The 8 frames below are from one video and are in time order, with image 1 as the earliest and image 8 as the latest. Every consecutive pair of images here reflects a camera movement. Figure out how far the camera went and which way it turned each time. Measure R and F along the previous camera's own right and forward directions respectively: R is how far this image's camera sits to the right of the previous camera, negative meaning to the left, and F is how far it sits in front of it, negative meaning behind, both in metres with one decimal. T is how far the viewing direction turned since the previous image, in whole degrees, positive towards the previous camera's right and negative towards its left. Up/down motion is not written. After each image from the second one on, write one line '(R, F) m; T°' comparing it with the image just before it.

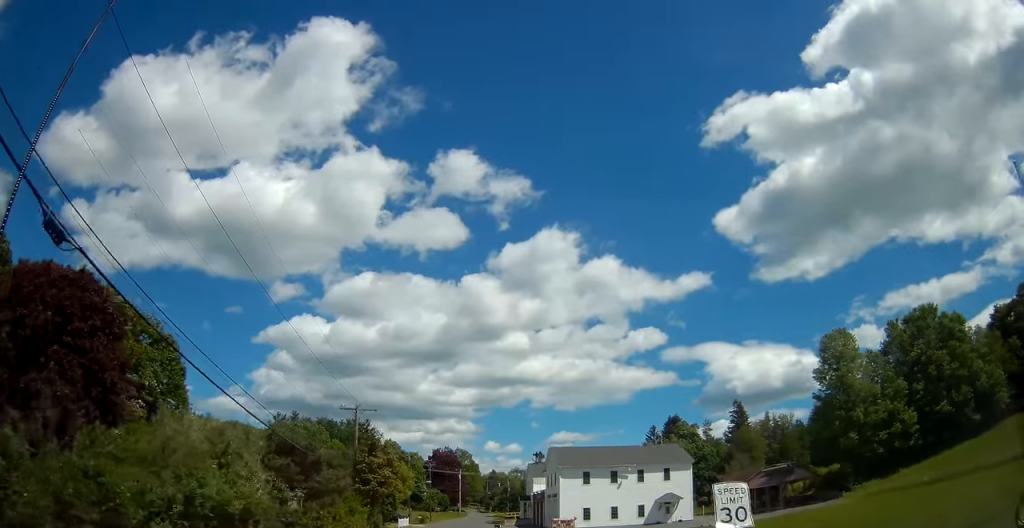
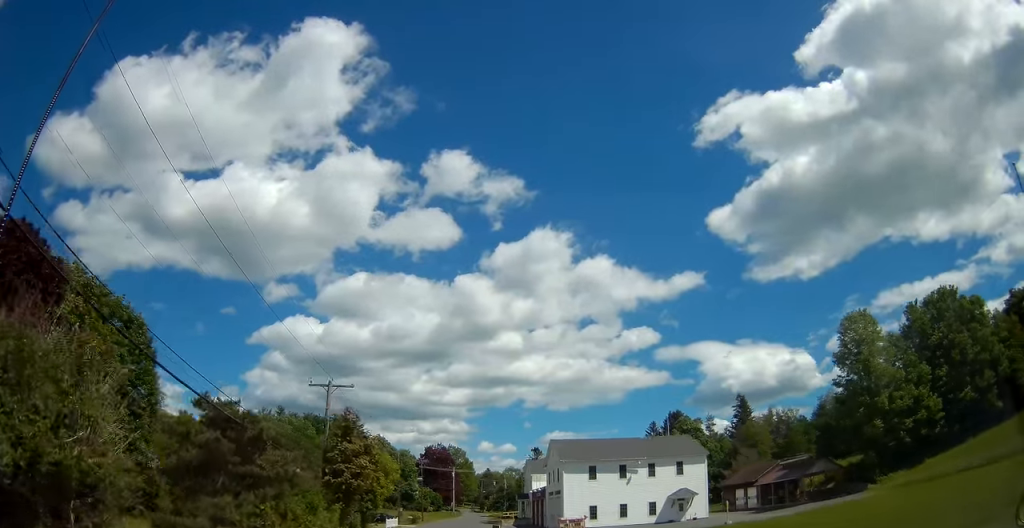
(+0.1, +6.1) m; +1°
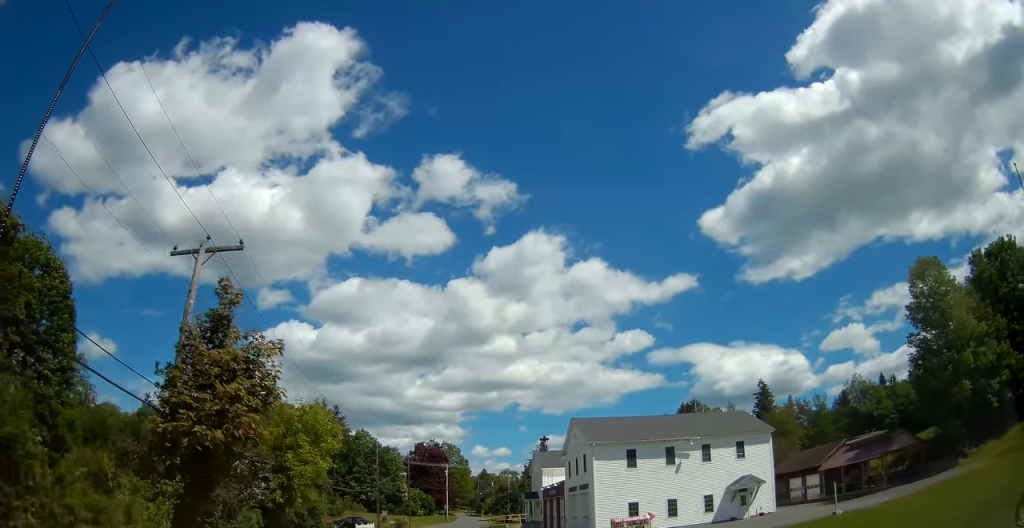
(+0.3, +15.4) m; +2°
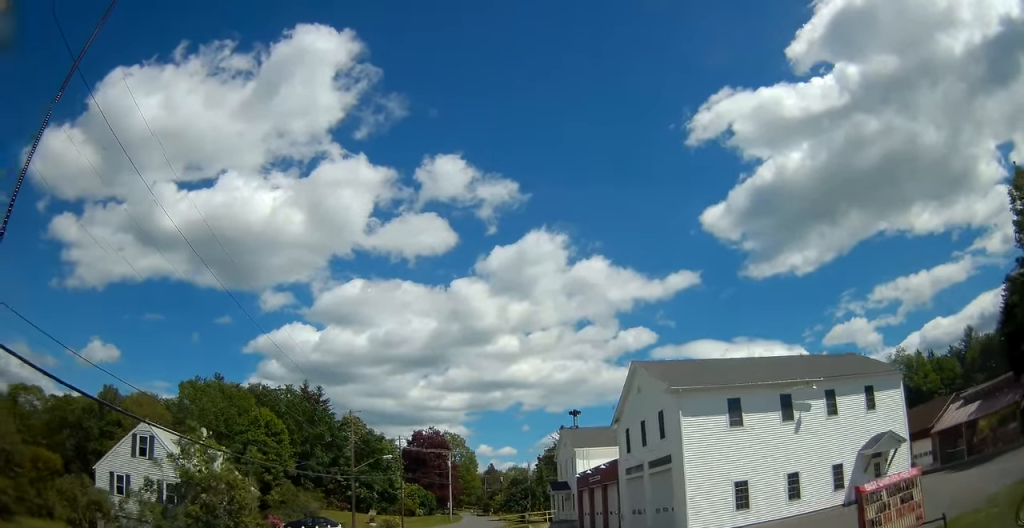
(0.0, +17.1) m; 0°
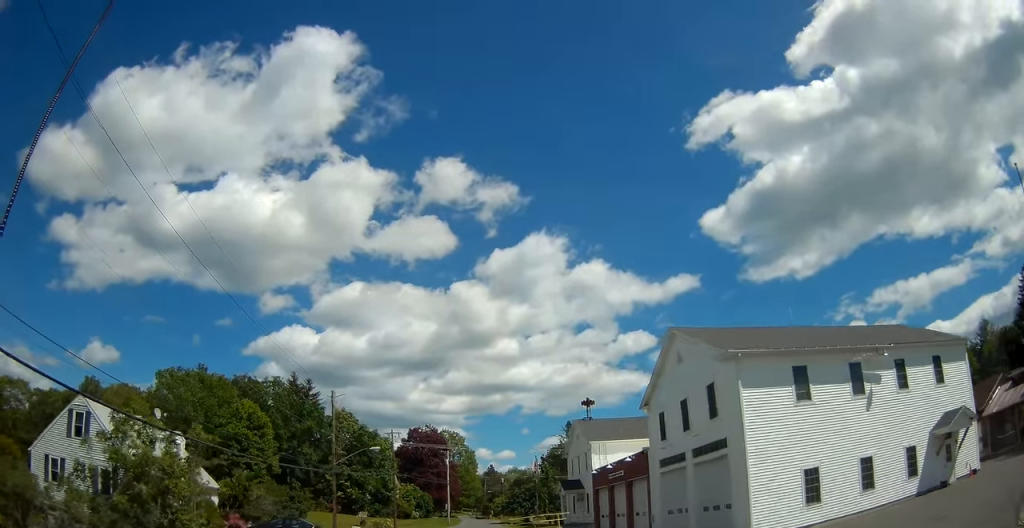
(0.0, +6.4) m; -1°
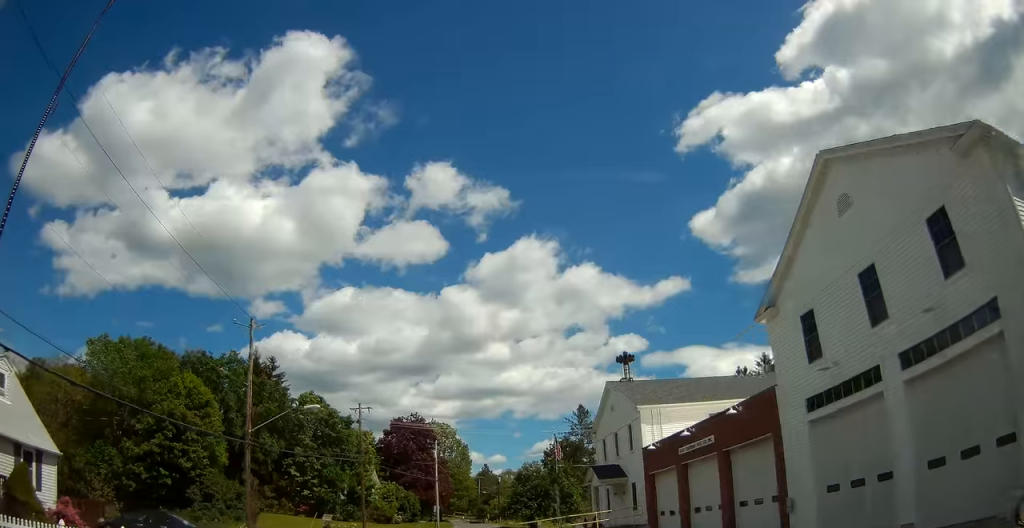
(-0.3, +14.5) m; 0°
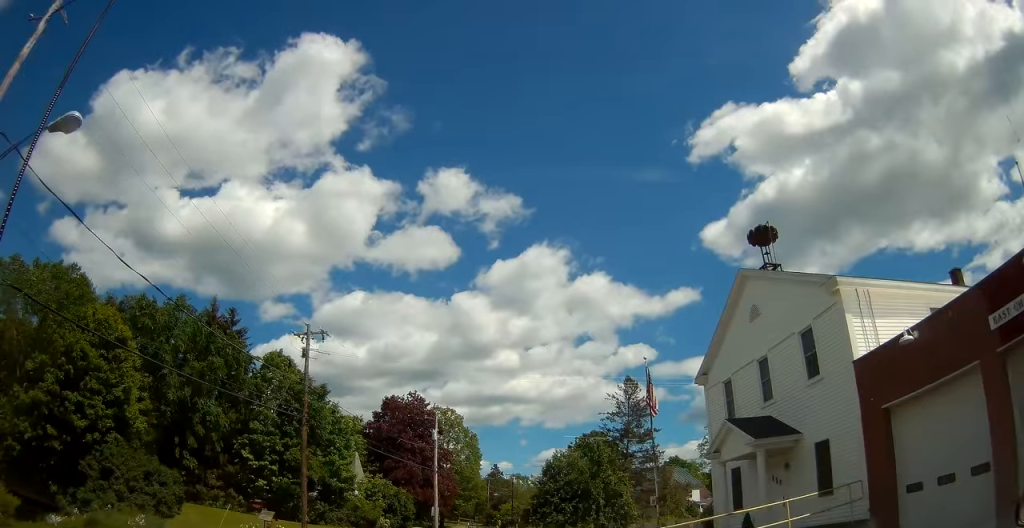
(+0.4, +17.6) m; +1°
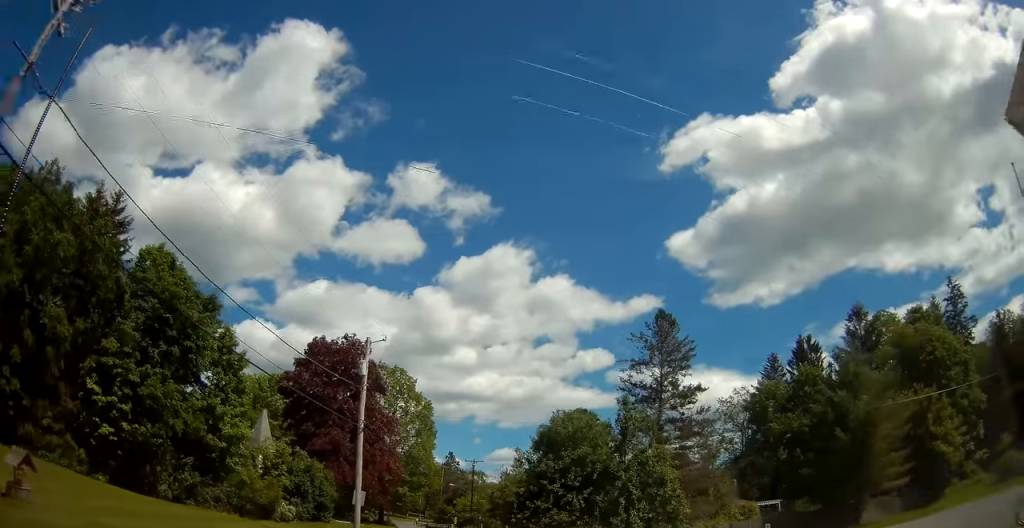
(+0.2, +19.3) m; +2°
